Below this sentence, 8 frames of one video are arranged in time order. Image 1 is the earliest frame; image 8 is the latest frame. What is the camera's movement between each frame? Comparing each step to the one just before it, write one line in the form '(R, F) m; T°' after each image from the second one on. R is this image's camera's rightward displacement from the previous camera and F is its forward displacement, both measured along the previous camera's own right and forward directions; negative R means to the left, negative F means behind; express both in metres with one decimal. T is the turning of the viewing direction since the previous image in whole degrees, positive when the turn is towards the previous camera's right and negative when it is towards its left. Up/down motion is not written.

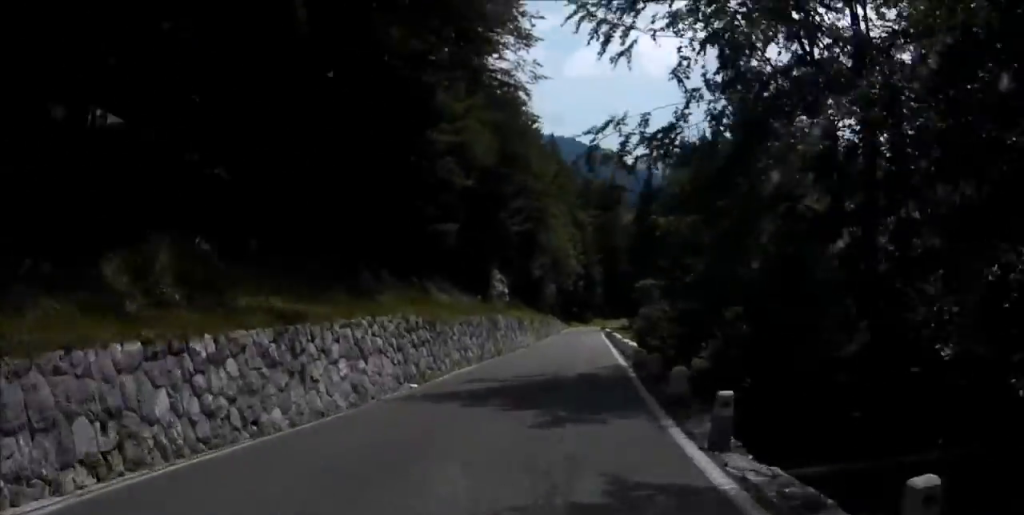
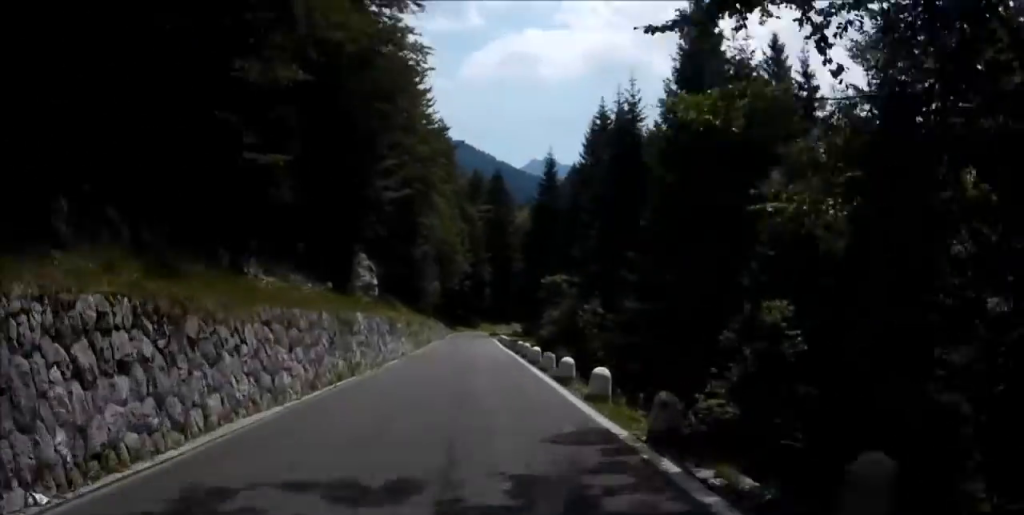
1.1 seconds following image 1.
(0.0, +12.2) m; +3°
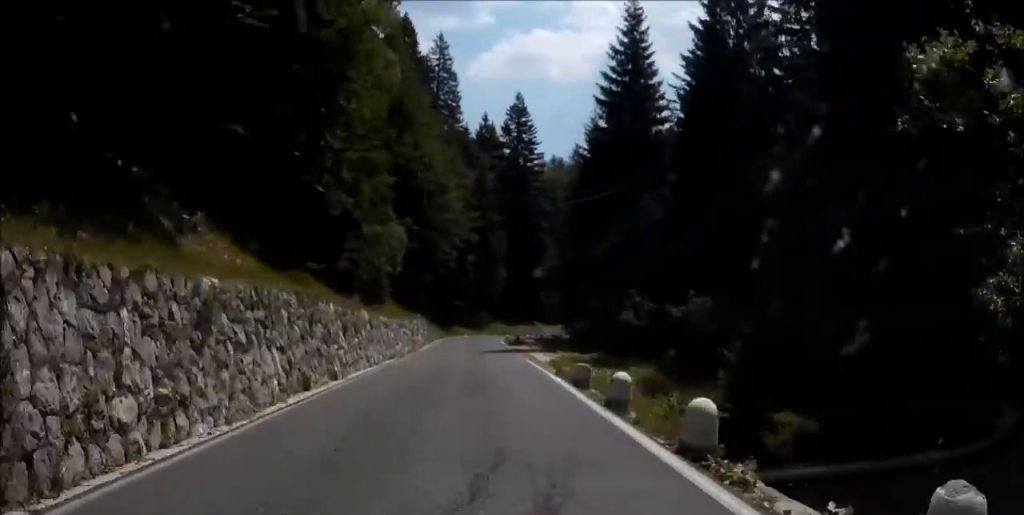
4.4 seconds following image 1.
(+2.3, +40.5) m; +3°
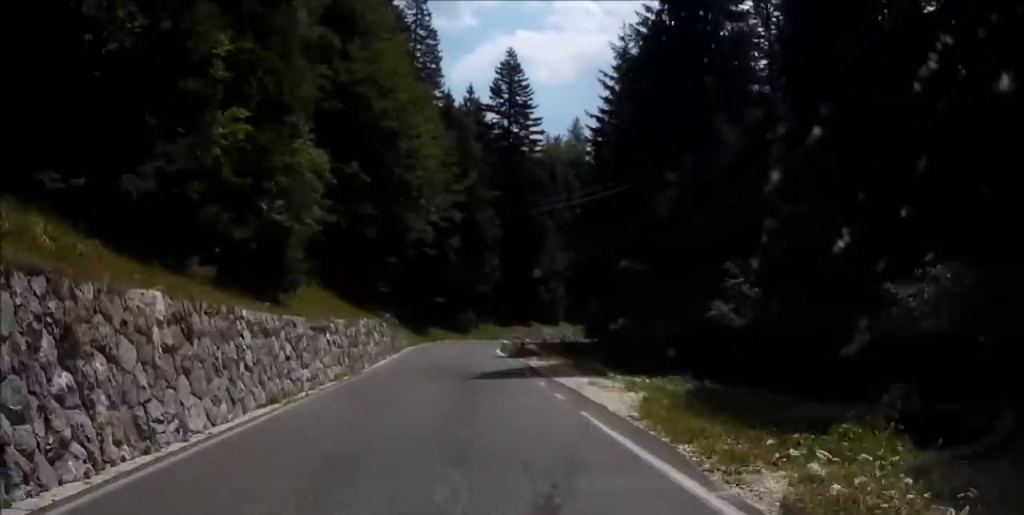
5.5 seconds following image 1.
(0.0, +14.2) m; 0°
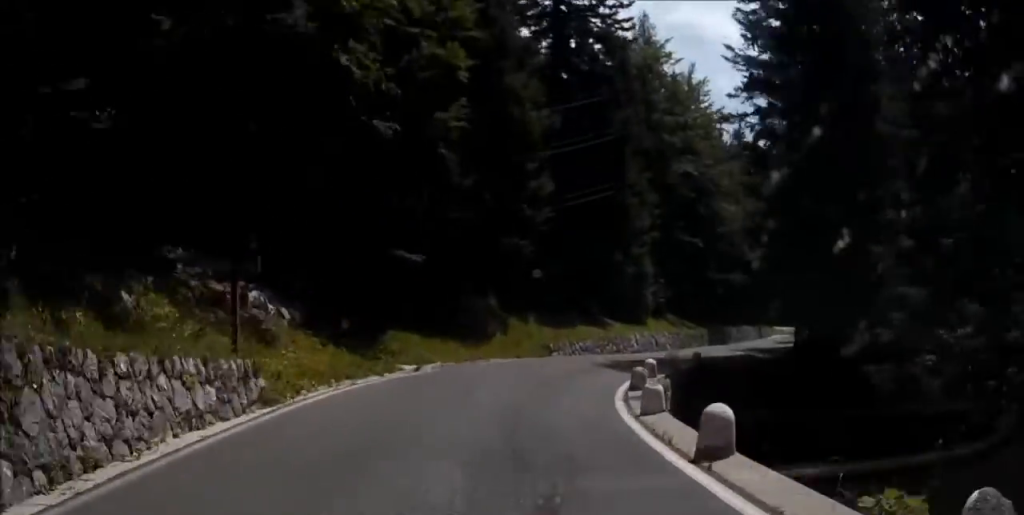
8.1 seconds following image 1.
(+0.4, +31.7) m; +7°
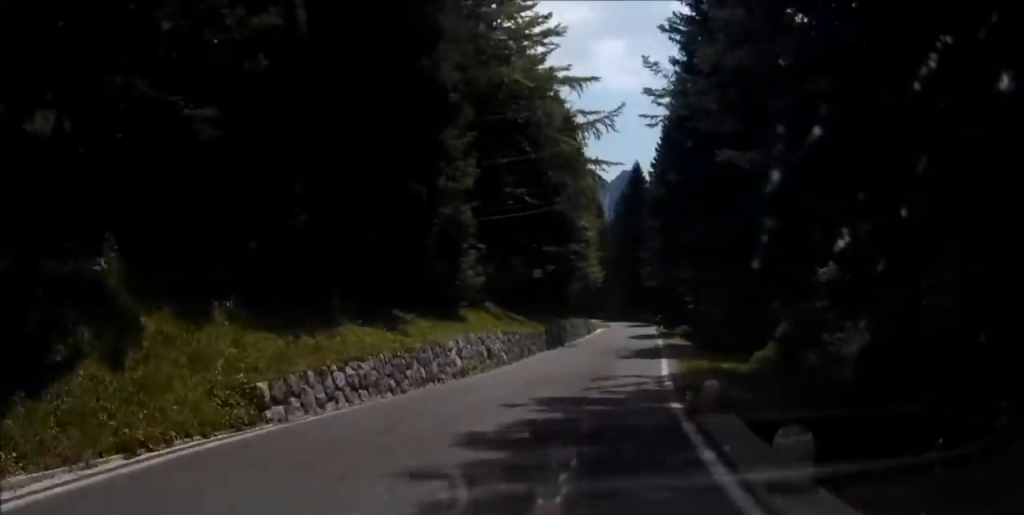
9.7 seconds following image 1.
(+1.3, +19.5) m; +10°
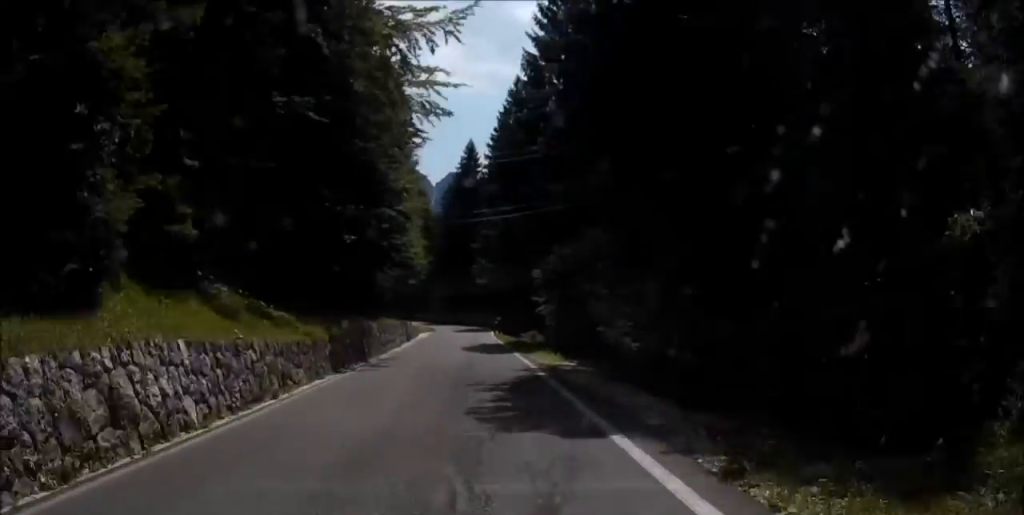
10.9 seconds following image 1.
(+1.5, +15.6) m; +9°
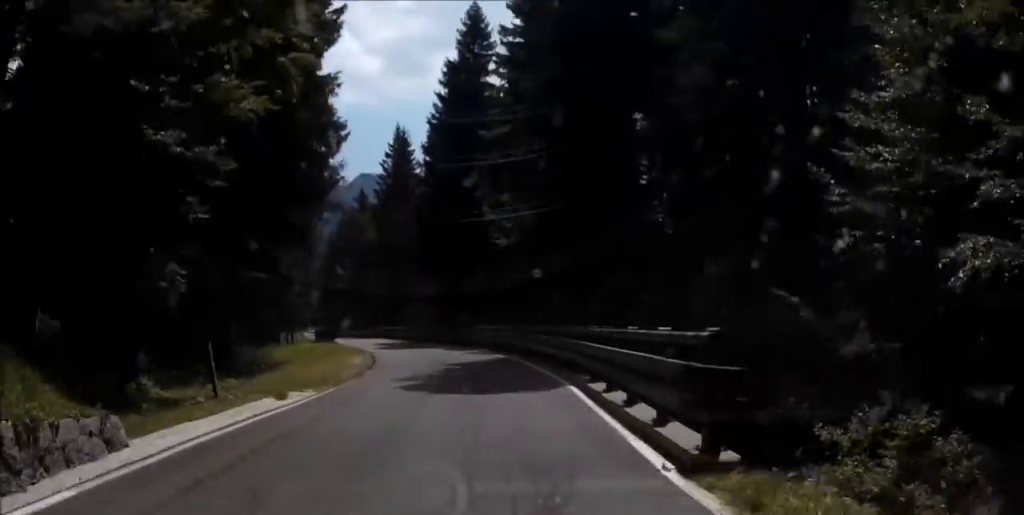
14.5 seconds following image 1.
(+3.2, +46.6) m; +3°
